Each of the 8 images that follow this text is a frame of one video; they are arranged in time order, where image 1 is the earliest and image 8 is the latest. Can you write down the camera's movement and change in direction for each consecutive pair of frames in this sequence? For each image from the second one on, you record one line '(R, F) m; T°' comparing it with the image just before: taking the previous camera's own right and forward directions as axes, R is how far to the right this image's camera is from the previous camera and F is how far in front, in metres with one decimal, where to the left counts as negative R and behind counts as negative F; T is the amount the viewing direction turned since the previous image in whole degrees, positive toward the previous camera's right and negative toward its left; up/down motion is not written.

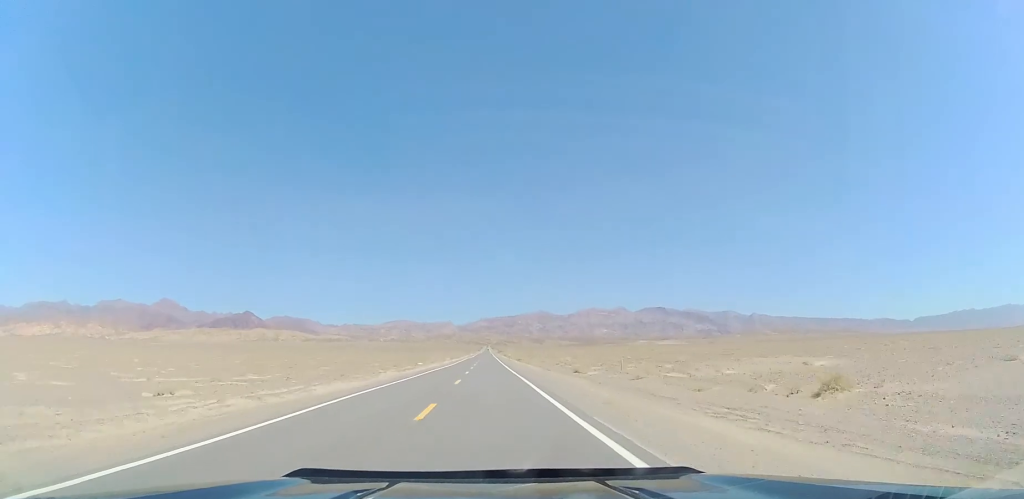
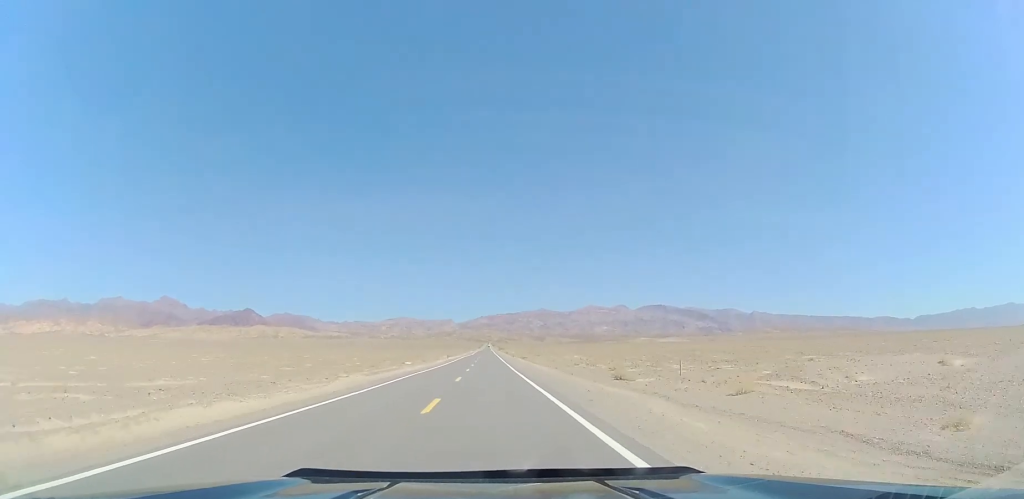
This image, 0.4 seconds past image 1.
(-0.1, +13.7) m; 0°
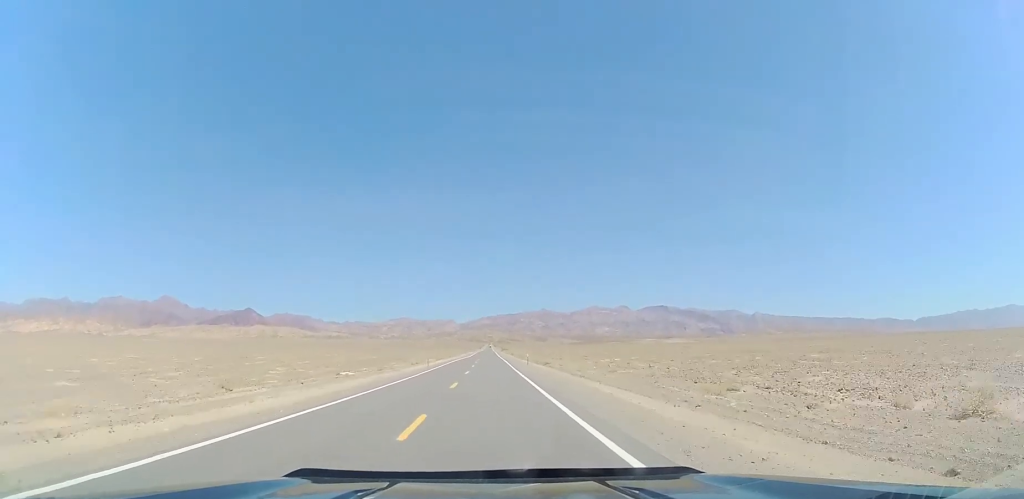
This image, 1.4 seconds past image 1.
(+0.4, +33.1) m; 0°
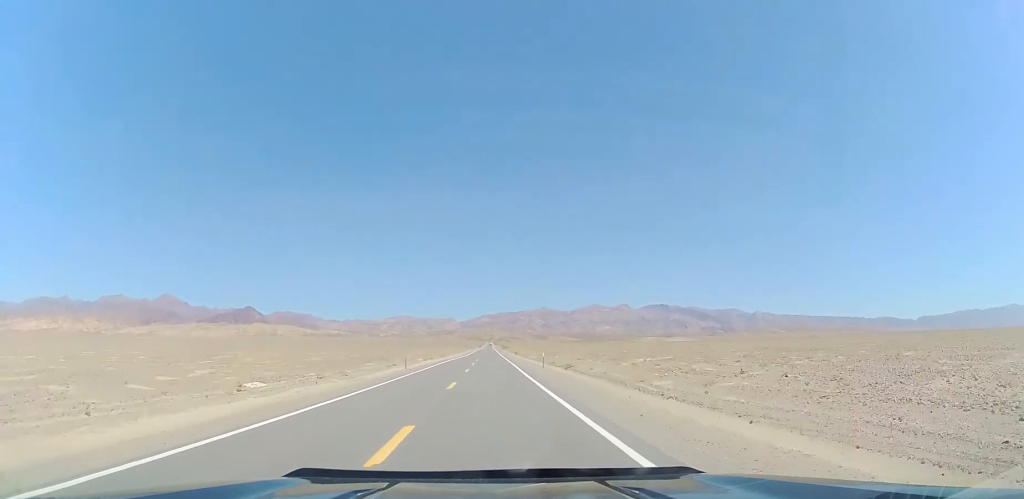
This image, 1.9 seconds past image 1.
(0.0, +17.1) m; 0°
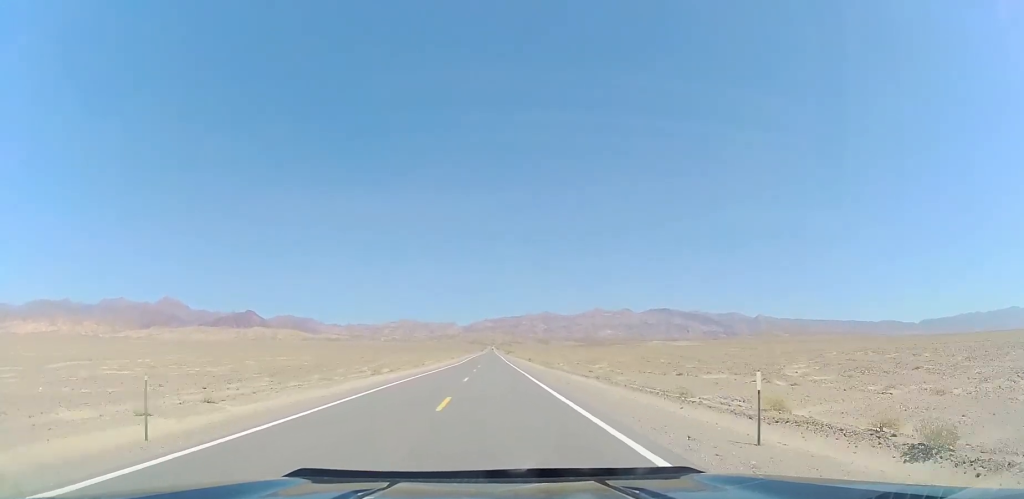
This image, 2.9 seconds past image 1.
(-0.6, +36.6) m; -1°
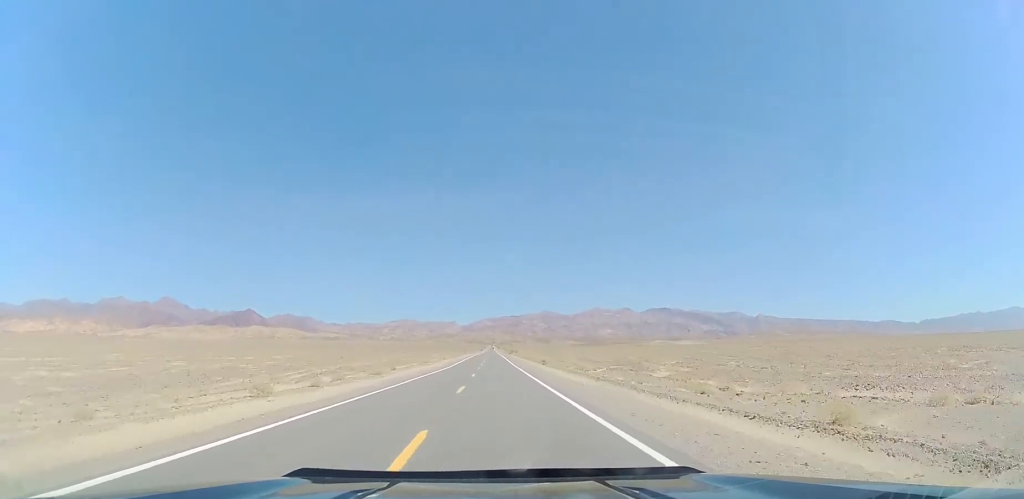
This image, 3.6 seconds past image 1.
(0.0, +22.9) m; 0°
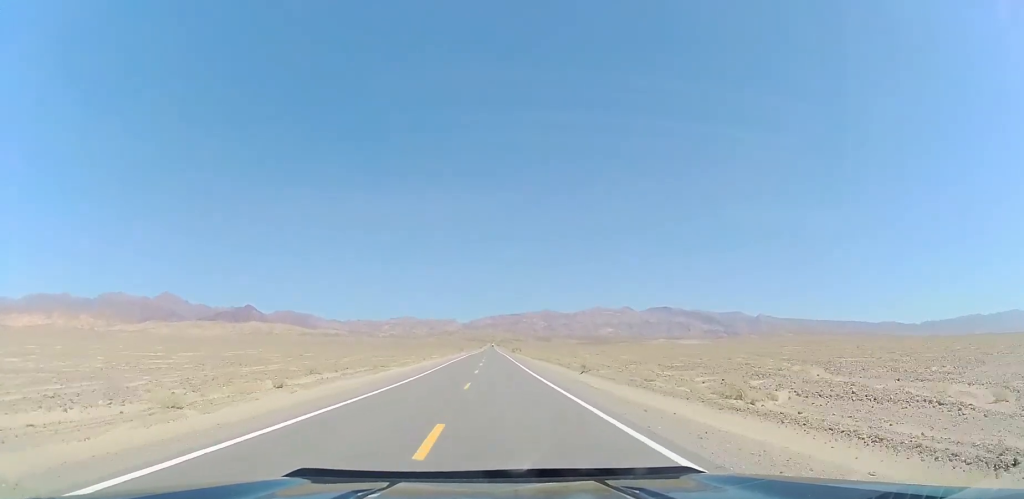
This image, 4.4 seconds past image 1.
(0.0, +28.4) m; +1°
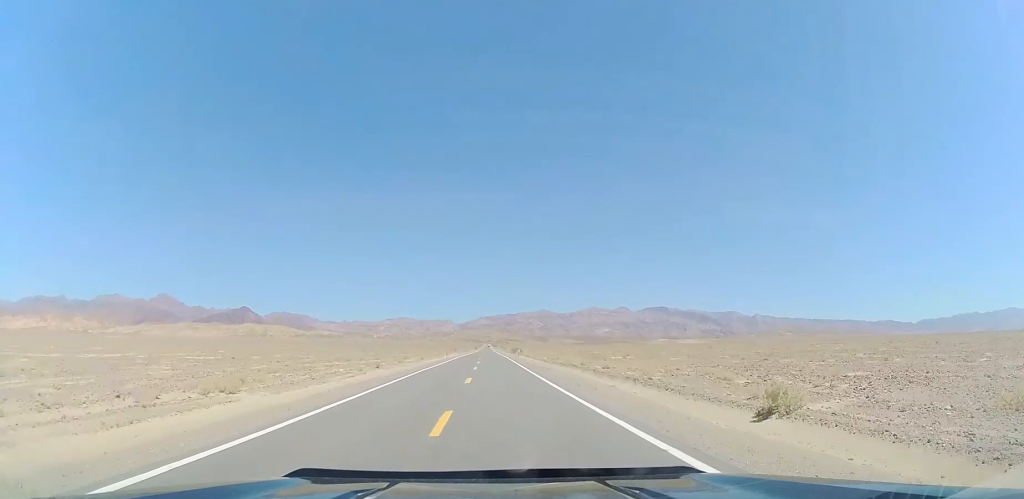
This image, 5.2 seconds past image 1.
(+0.2, +27.2) m; +1°
